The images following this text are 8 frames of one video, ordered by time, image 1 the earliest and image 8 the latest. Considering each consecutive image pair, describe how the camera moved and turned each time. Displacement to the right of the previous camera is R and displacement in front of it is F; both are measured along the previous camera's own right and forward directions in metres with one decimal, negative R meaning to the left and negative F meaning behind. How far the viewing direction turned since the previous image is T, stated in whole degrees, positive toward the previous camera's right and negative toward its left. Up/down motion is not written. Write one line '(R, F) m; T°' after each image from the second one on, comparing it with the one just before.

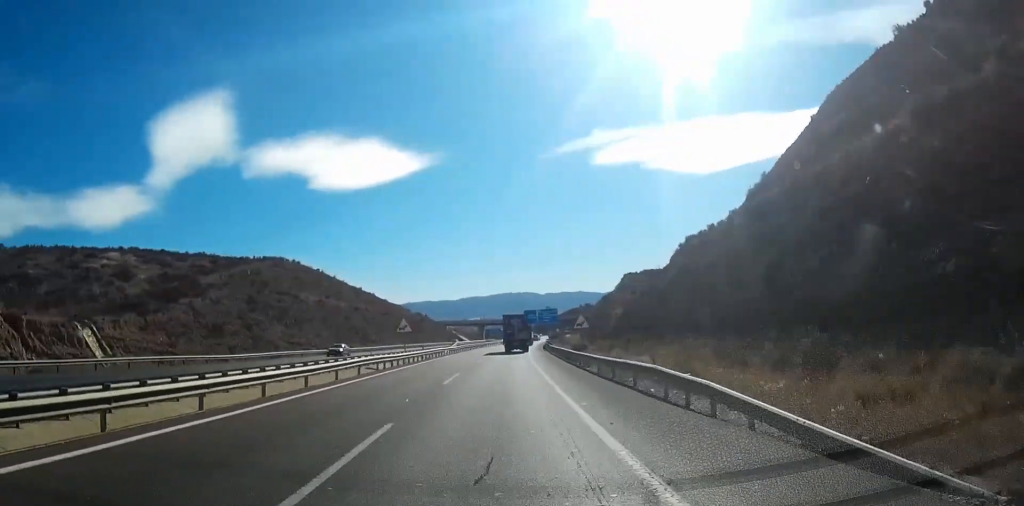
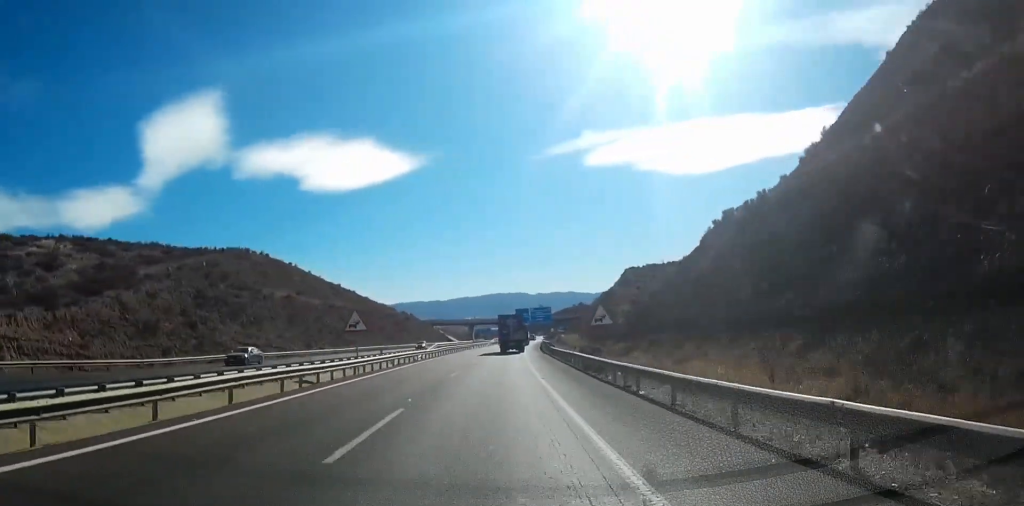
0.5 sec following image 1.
(+0.2, +13.8) m; +1°
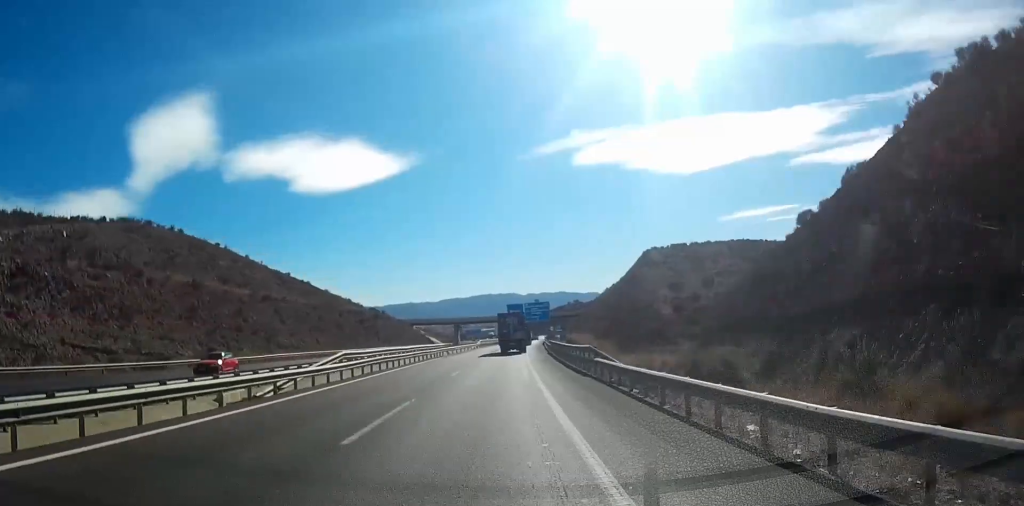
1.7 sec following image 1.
(+0.6, +32.2) m; +2°
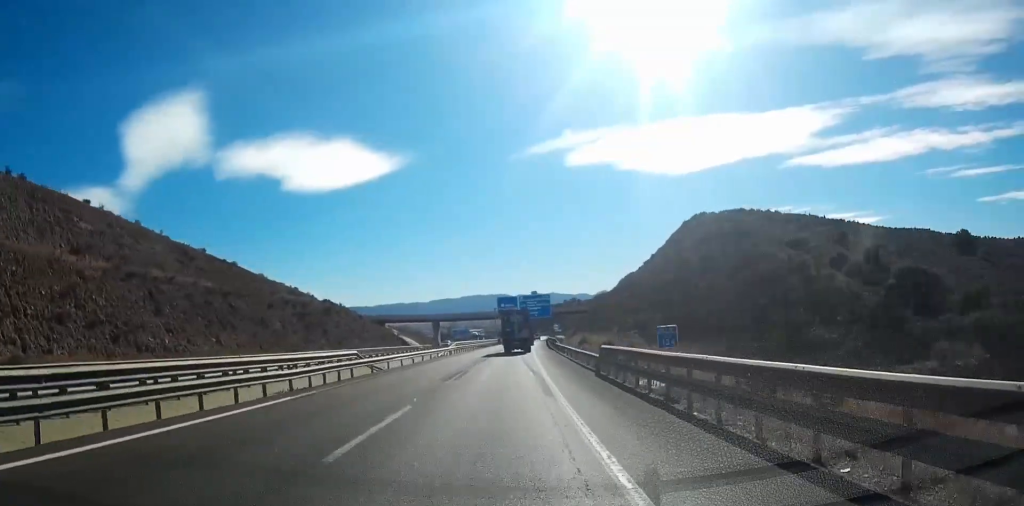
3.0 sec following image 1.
(+0.3, +35.7) m; +2°
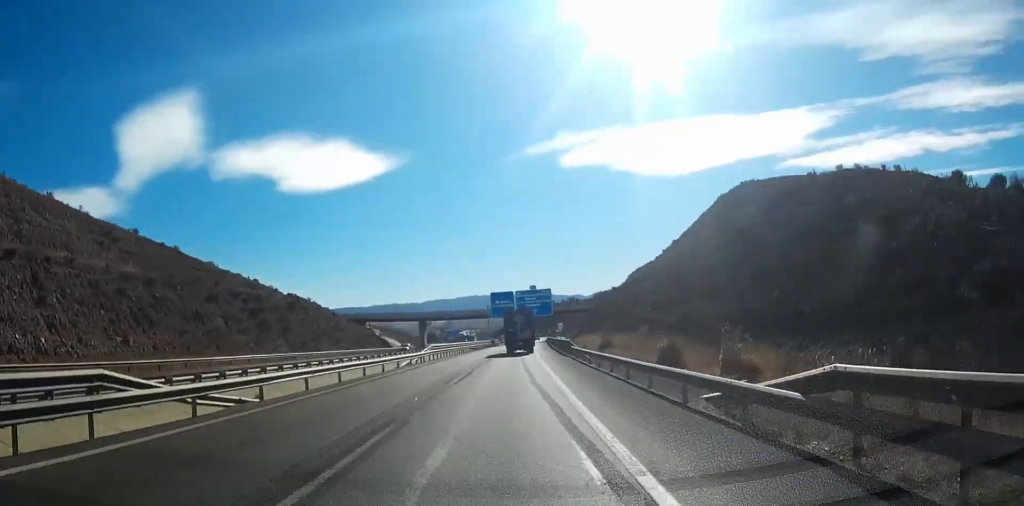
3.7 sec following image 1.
(+0.3, +19.0) m; +1°
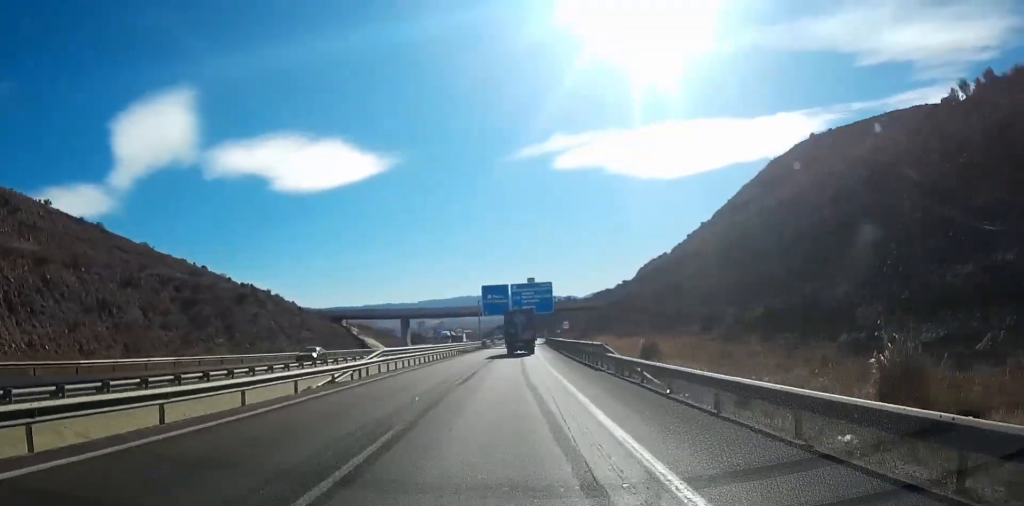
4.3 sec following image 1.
(+0.2, +18.1) m; +1°
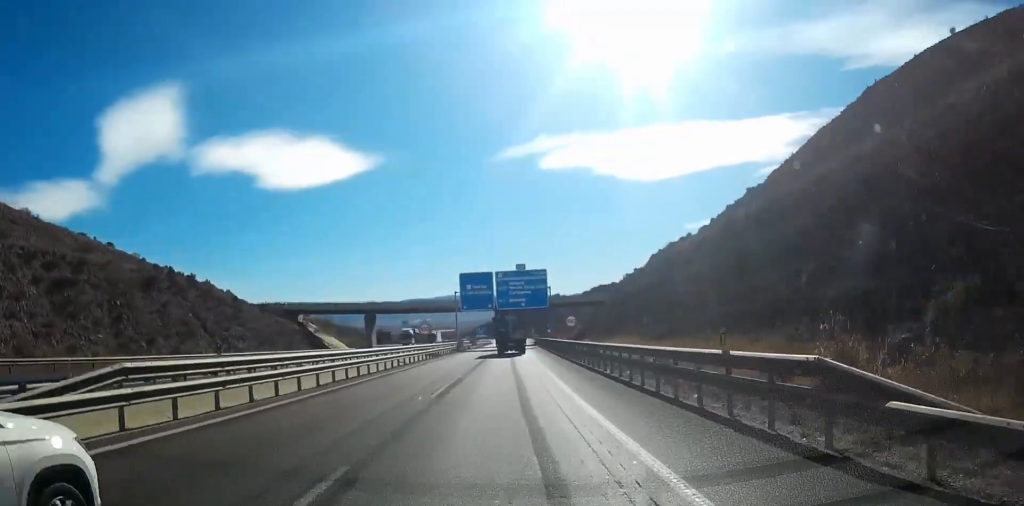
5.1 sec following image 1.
(0.0, +21.5) m; 0°
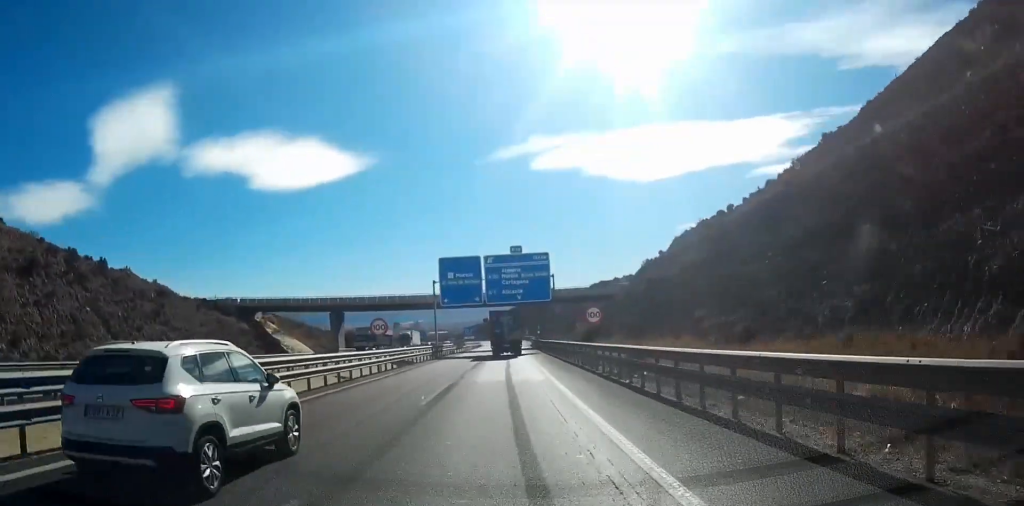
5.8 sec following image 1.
(0.0, +18.7) m; 0°
